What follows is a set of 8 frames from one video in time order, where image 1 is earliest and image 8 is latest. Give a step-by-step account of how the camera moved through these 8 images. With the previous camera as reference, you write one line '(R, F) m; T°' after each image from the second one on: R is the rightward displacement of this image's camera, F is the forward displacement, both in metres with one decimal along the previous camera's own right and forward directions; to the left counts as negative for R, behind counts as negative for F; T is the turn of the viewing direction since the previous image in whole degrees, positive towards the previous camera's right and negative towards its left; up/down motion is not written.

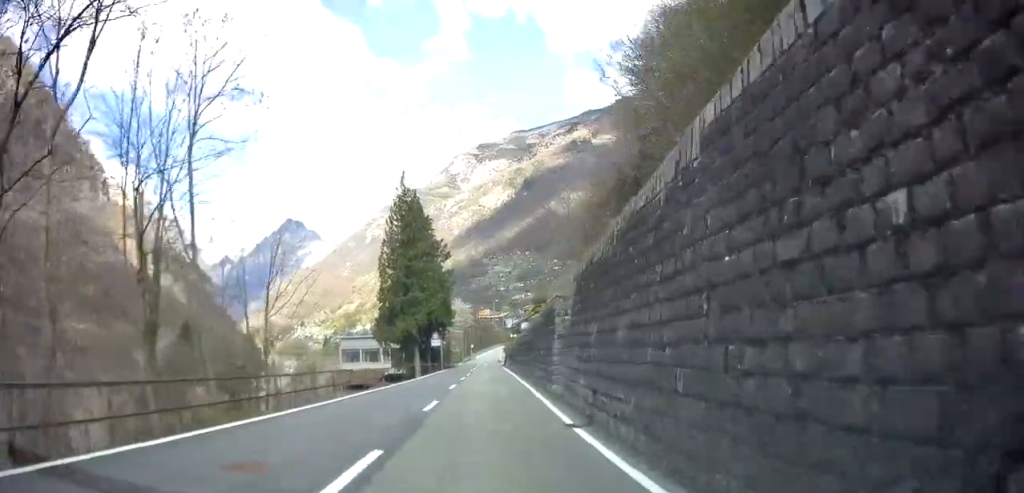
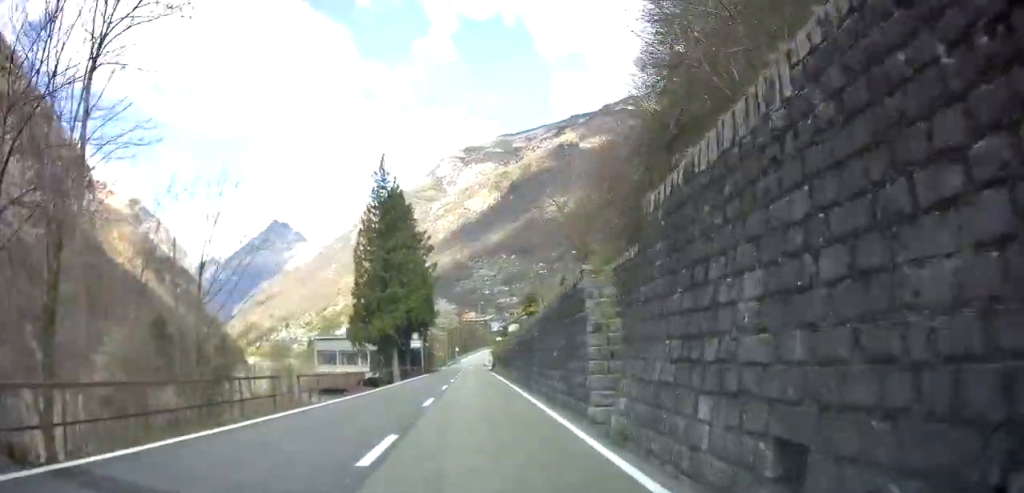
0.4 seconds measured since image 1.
(+0.1, +6.8) m; +2°
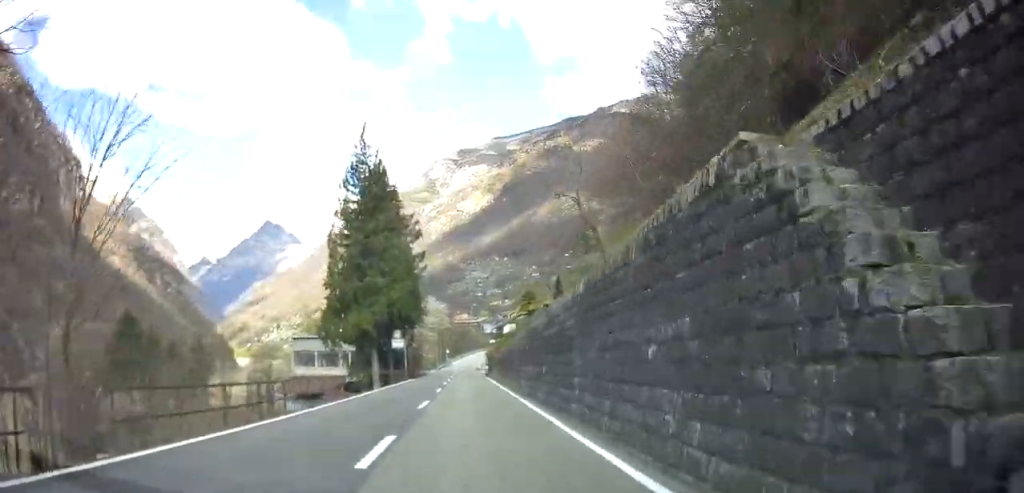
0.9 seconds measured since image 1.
(+0.1, +8.0) m; +3°
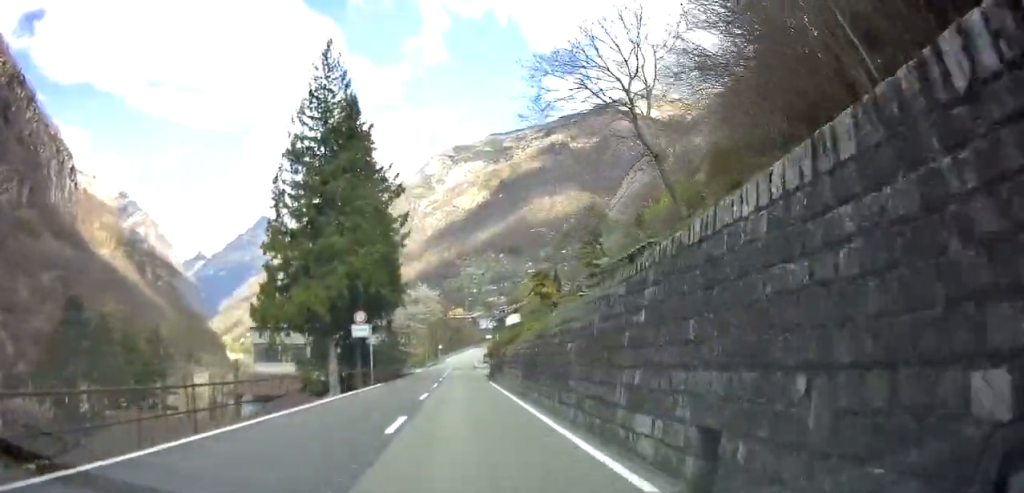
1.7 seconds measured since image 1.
(+0.6, +14.4) m; +5°
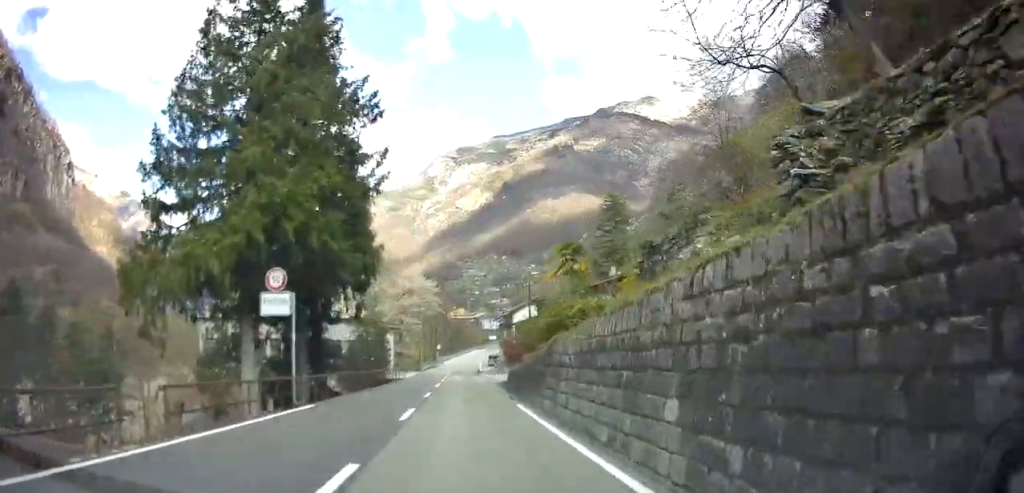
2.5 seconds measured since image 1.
(+0.7, +14.3) m; +3°
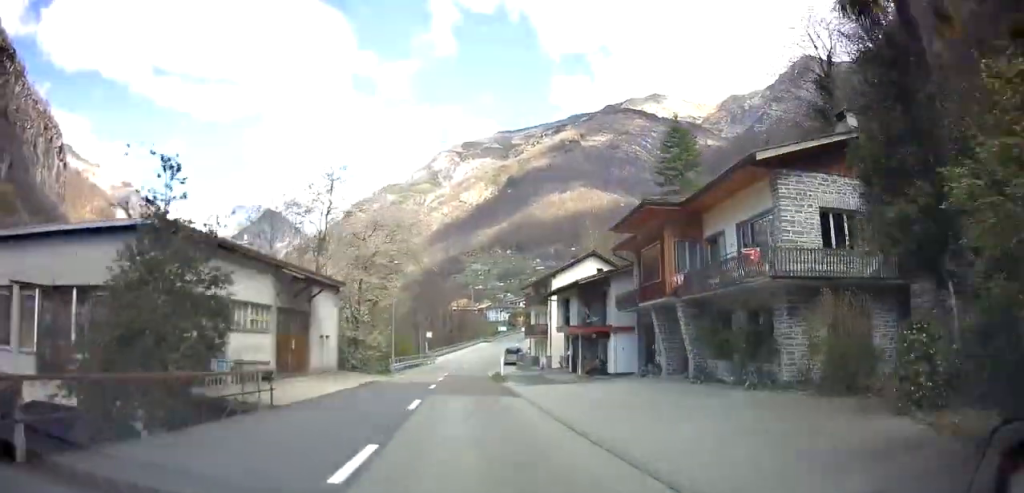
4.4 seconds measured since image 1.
(-0.6, +35.6) m; -1°
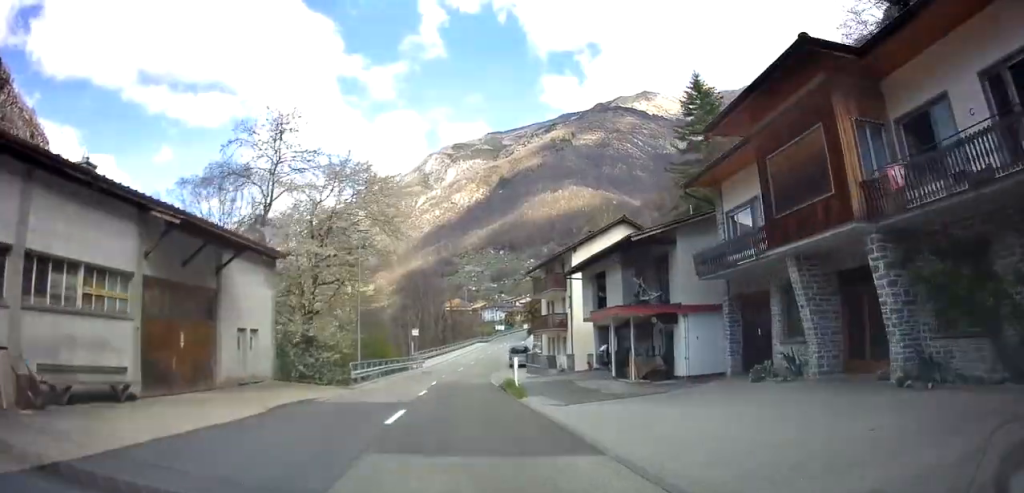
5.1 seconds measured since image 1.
(+0.6, +13.3) m; +1°
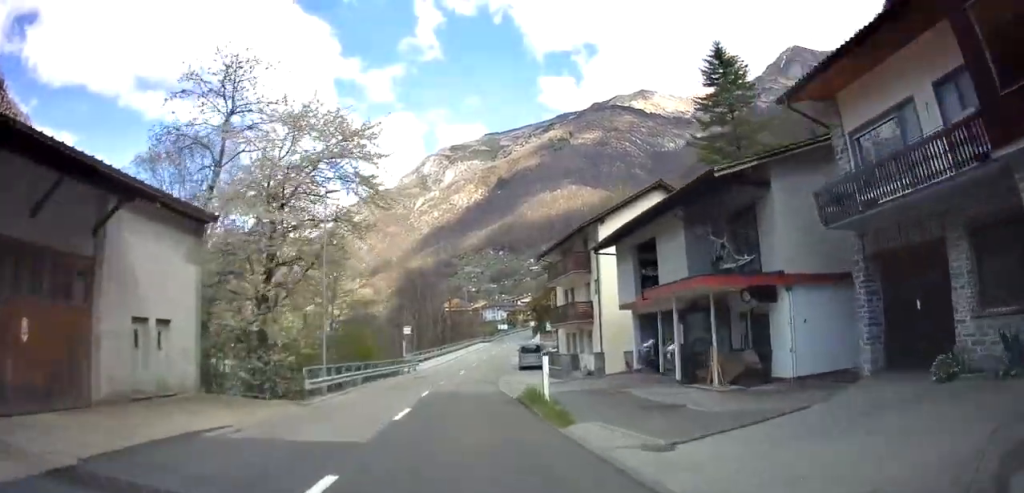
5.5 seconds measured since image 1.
(-0.1, +8.2) m; -1°
